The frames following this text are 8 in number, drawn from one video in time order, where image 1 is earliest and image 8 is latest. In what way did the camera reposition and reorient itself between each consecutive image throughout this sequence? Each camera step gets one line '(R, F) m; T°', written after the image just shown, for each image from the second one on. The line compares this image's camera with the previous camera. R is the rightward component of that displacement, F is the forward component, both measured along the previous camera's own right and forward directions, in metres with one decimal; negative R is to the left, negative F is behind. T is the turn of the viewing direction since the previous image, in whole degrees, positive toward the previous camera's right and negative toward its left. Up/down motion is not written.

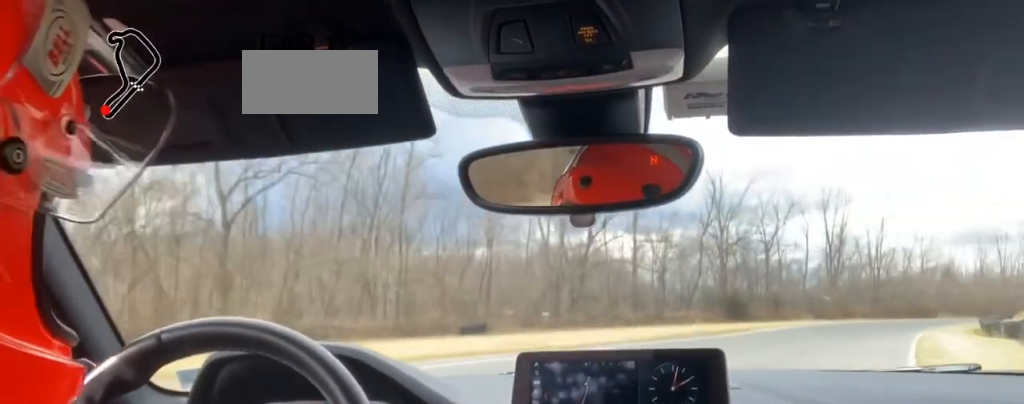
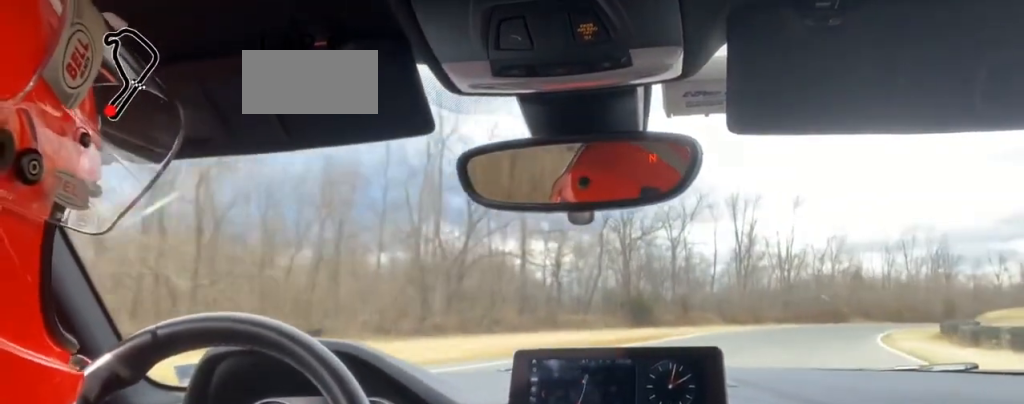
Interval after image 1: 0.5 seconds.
(0.0, +15.1) m; +4°
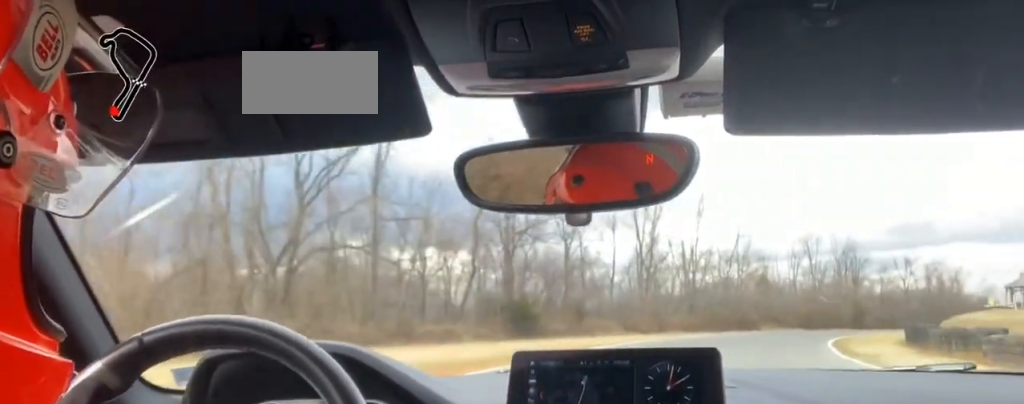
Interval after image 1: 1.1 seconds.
(-1.0, +16.6) m; +6°
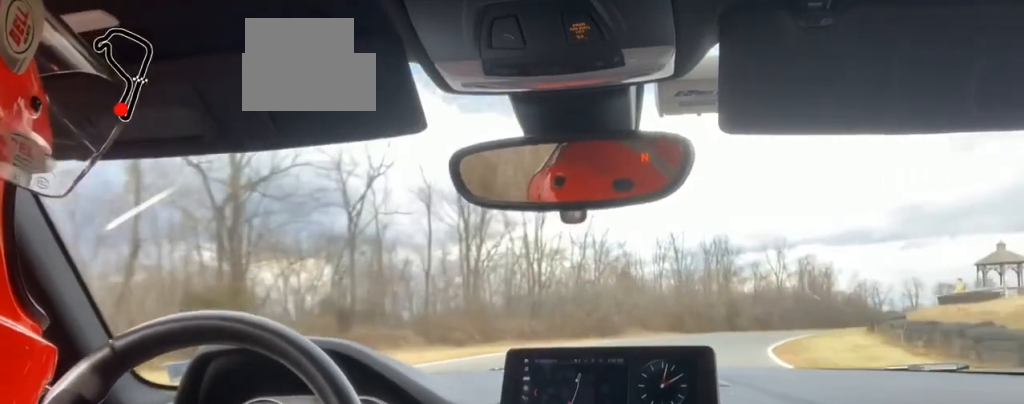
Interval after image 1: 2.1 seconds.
(+4.7, +30.3) m; +13°
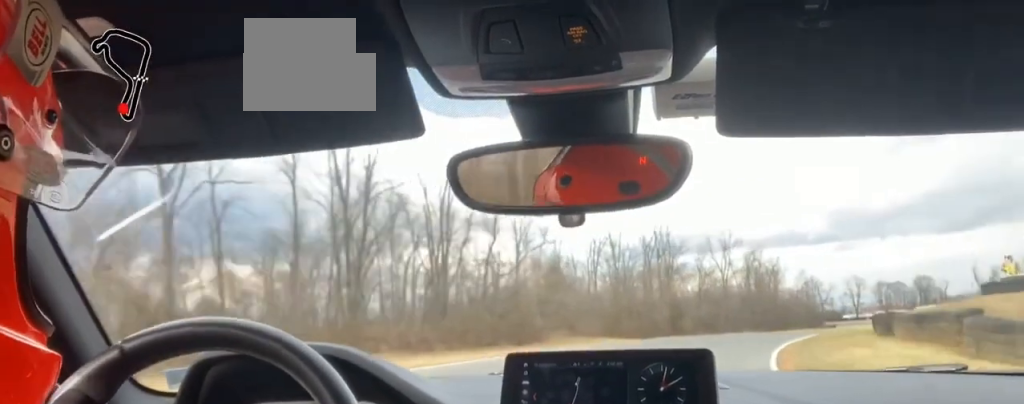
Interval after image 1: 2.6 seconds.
(+1.1, +18.2) m; +4°
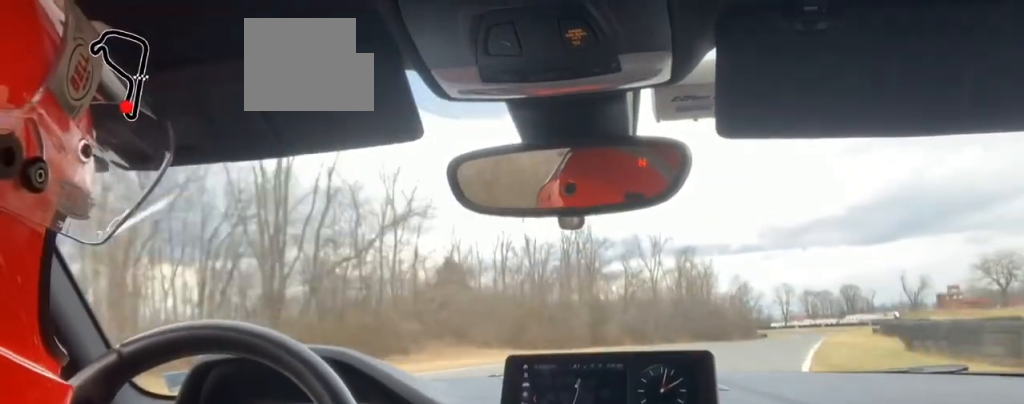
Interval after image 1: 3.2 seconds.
(+0.4, +21.0) m; +3°
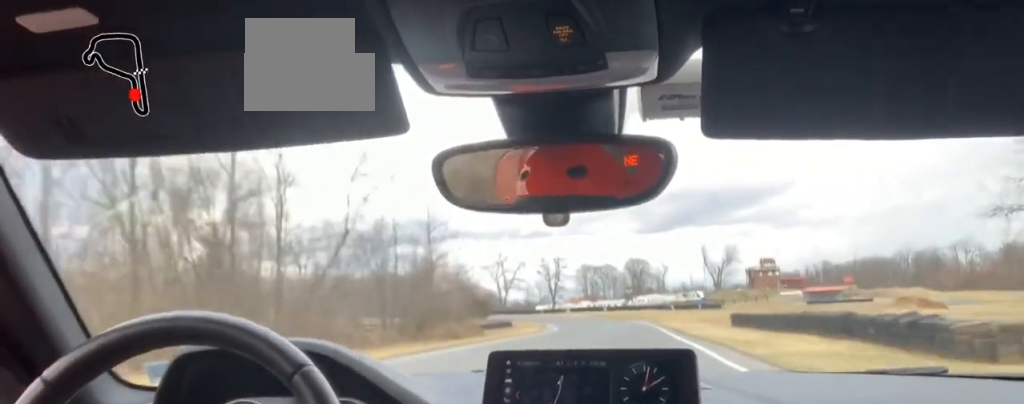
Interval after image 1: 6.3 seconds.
(+20.1, +119.7) m; +13°
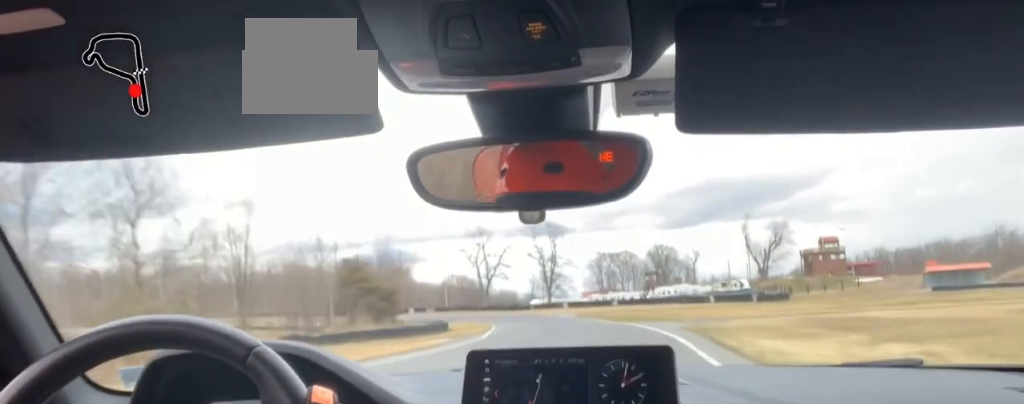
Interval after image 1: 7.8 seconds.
(-1.2, +58.9) m; -4°
